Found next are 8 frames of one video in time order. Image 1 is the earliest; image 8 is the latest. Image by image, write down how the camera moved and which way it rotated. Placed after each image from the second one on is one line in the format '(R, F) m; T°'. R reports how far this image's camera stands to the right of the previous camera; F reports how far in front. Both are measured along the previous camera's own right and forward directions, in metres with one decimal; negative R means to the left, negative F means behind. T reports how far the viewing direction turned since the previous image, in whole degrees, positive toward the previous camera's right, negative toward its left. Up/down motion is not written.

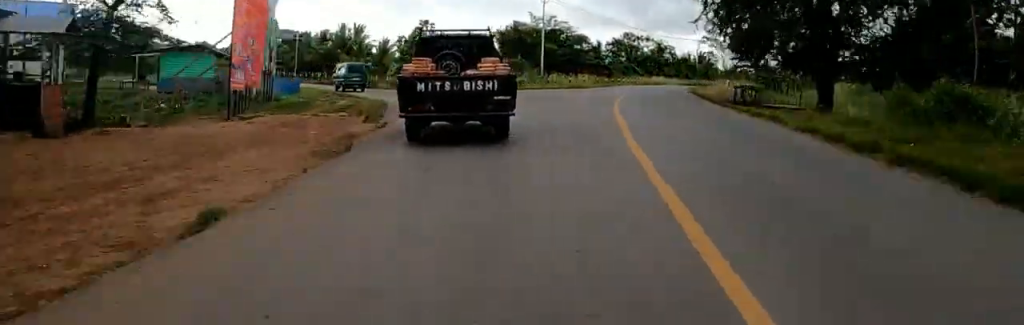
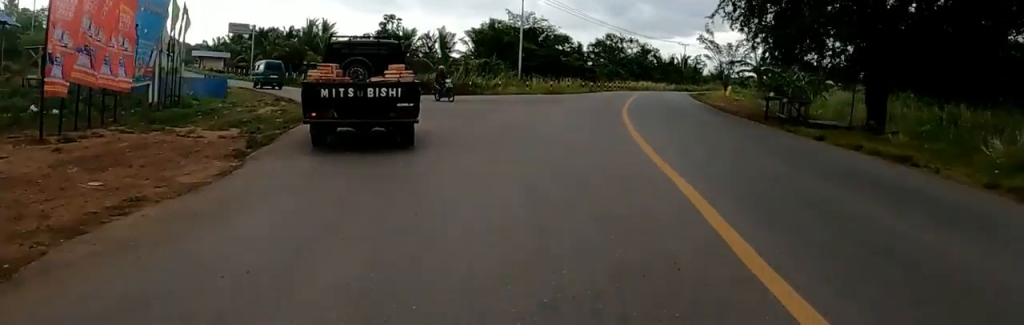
(0.0, +6.3) m; 0°
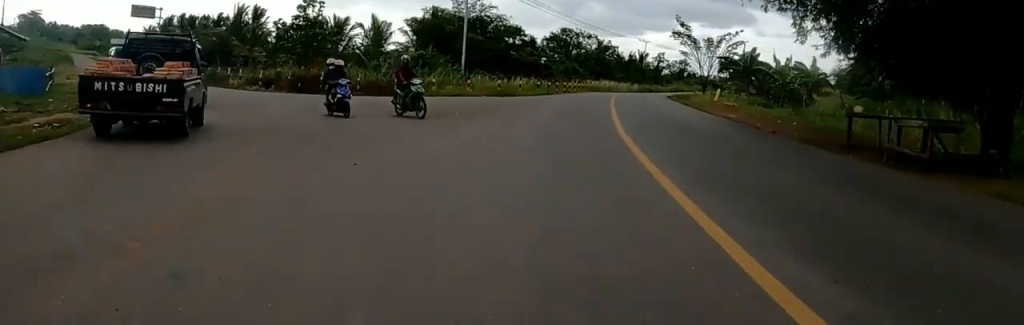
(-0.1, +9.5) m; -4°
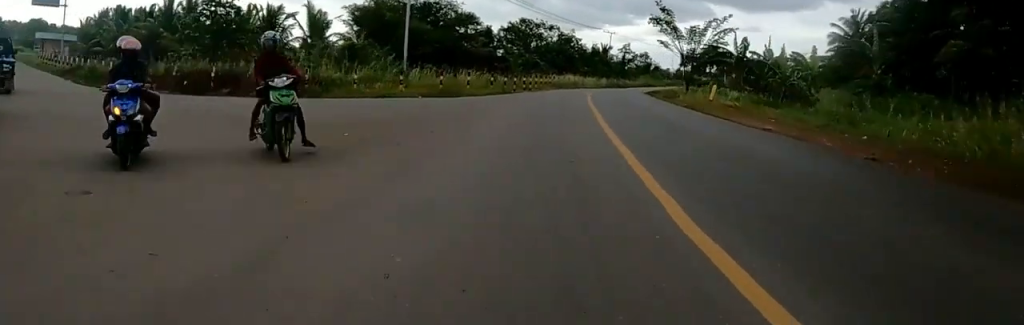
(-0.5, +8.5) m; +9°
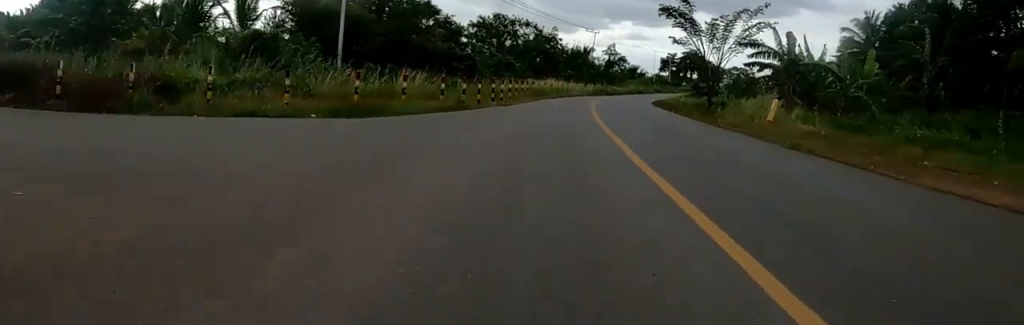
(+2.4, +10.8) m; +11°
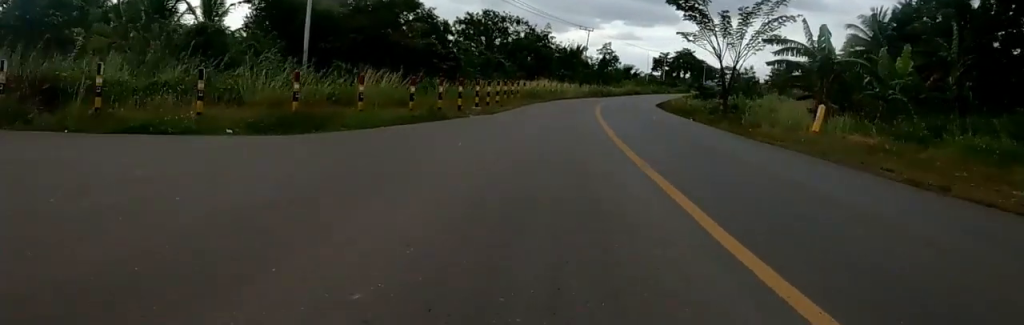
(+0.2, +4.1) m; -3°
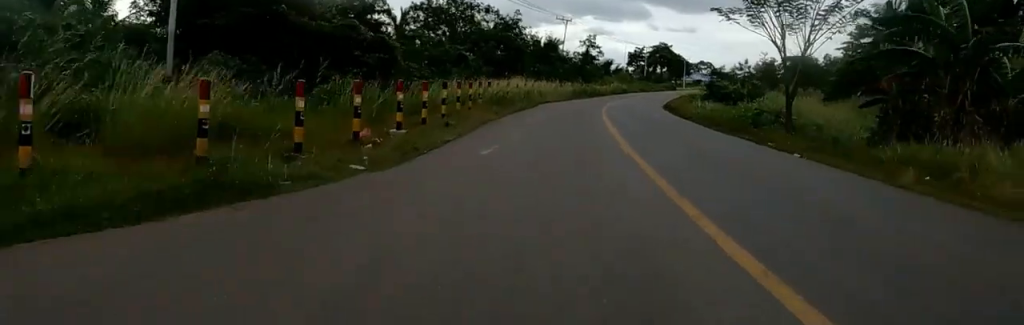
(-1.0, +9.4) m; -6°
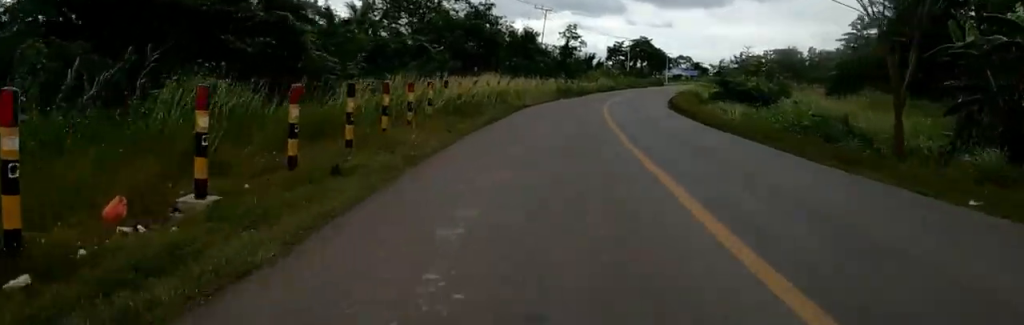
(+0.1, +7.7) m; +8°
